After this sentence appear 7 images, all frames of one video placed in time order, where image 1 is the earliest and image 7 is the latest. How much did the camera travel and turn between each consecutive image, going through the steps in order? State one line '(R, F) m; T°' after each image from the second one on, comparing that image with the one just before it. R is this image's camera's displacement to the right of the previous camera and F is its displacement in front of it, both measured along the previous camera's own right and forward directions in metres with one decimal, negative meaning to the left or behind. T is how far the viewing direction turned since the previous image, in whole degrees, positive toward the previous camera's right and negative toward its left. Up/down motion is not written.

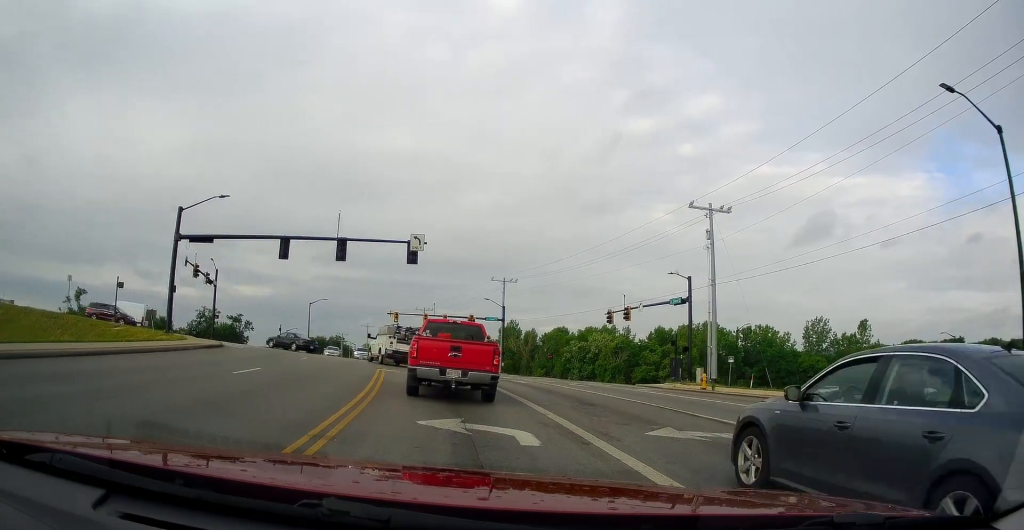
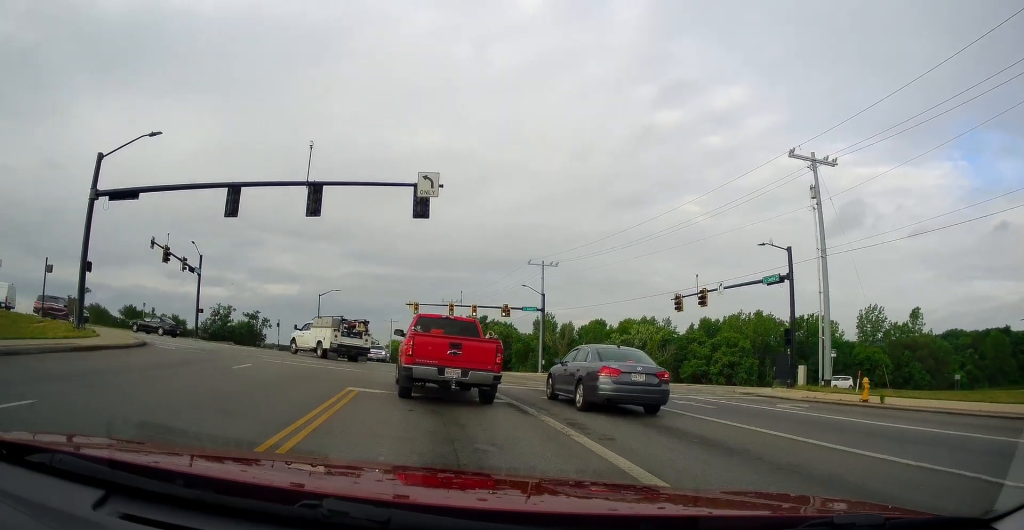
(-0.1, +11.7) m; -3°
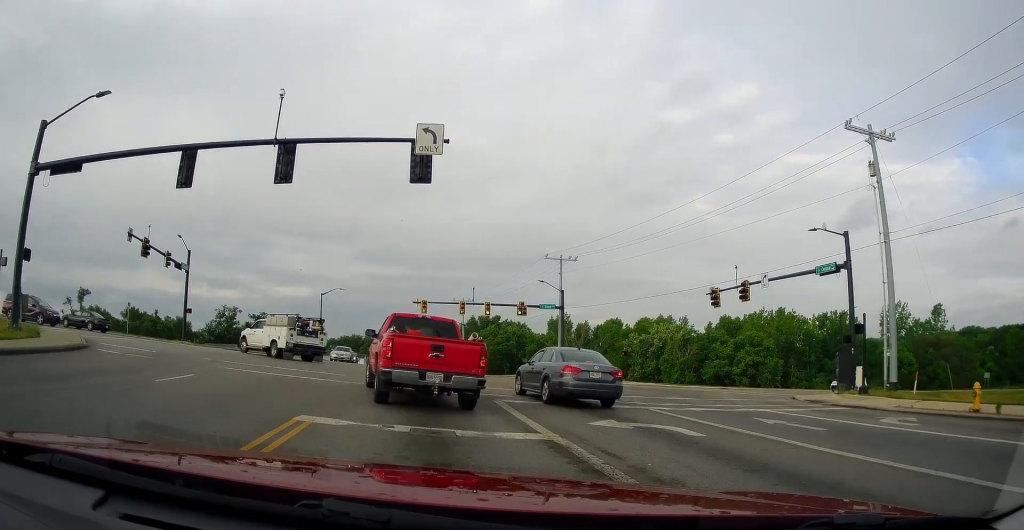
(-0.1, +5.3) m; -2°
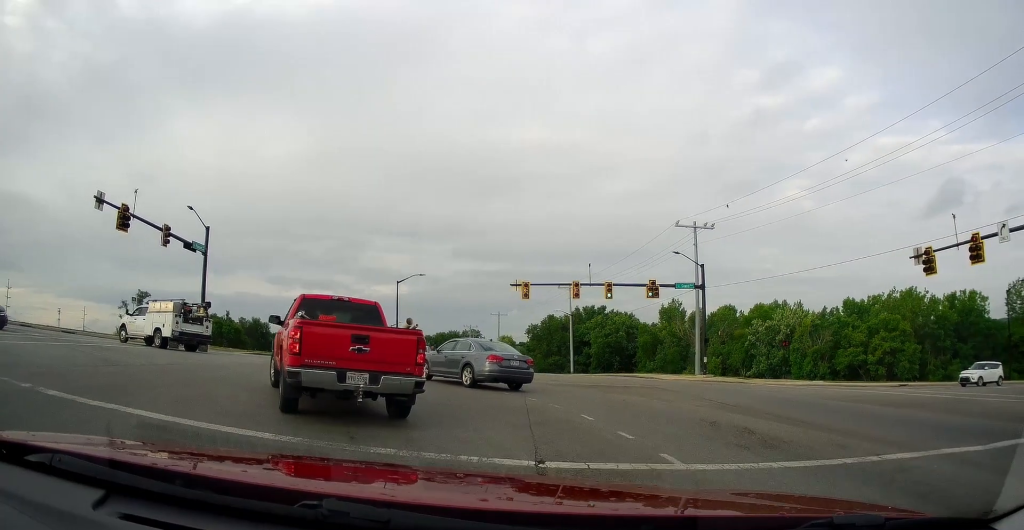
(-0.6, +14.1) m; -9°
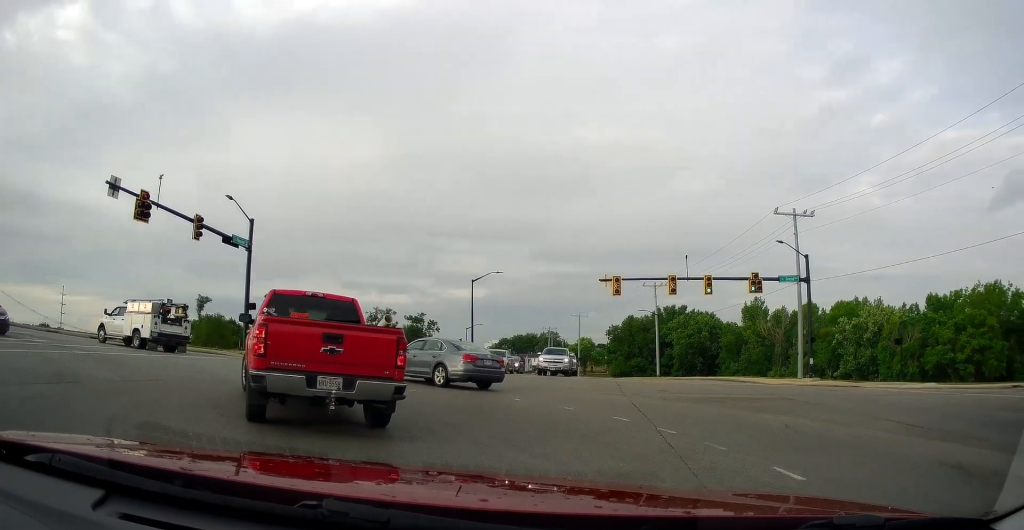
(-0.3, +4.8) m; -7°
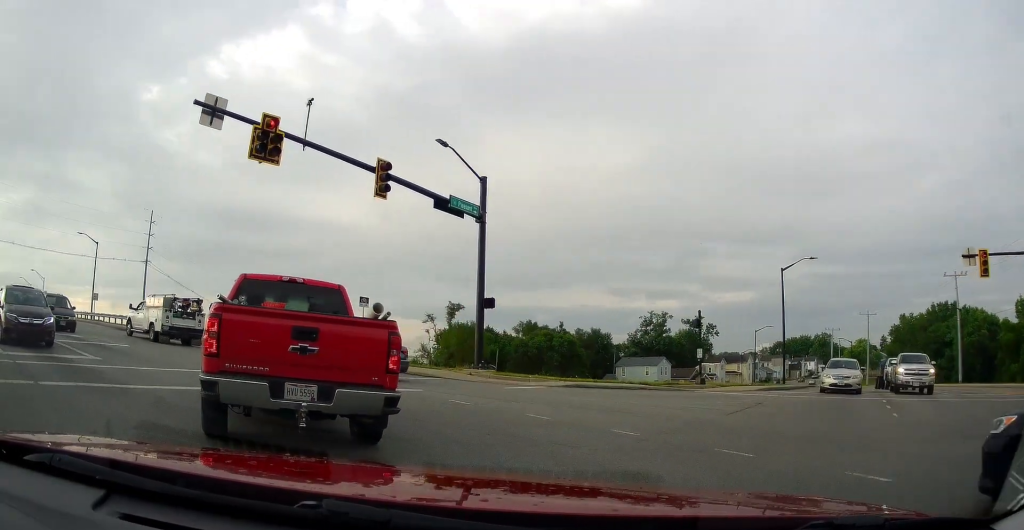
(-2.3, +11.3) m; -30°
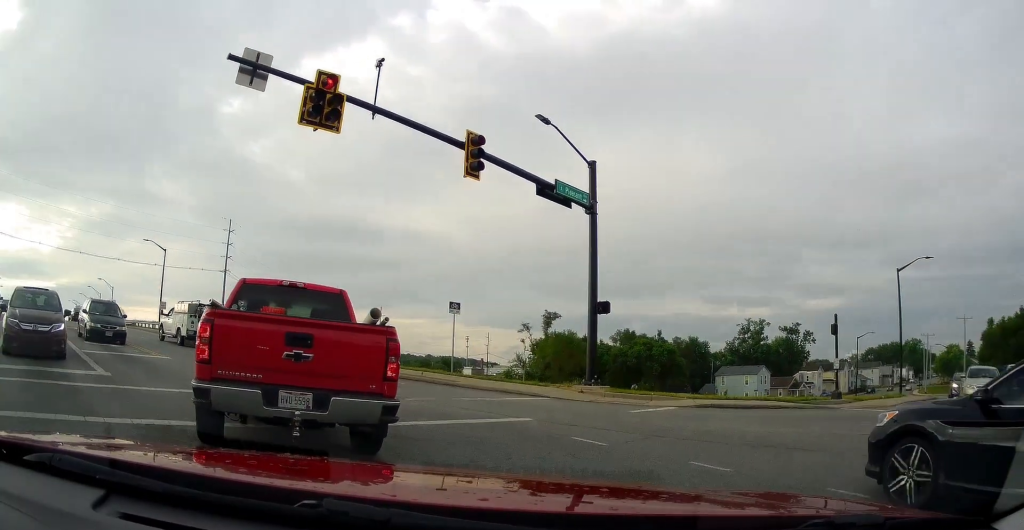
(-0.6, +3.5) m; -14°
